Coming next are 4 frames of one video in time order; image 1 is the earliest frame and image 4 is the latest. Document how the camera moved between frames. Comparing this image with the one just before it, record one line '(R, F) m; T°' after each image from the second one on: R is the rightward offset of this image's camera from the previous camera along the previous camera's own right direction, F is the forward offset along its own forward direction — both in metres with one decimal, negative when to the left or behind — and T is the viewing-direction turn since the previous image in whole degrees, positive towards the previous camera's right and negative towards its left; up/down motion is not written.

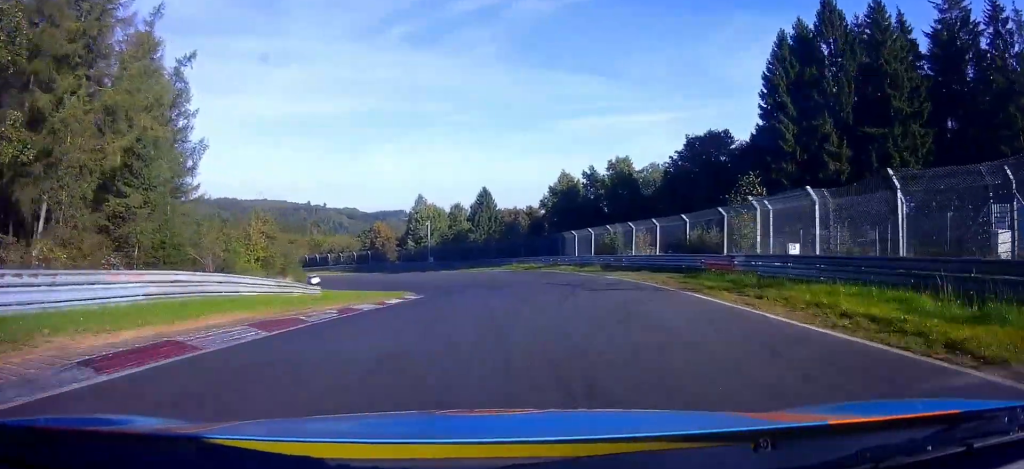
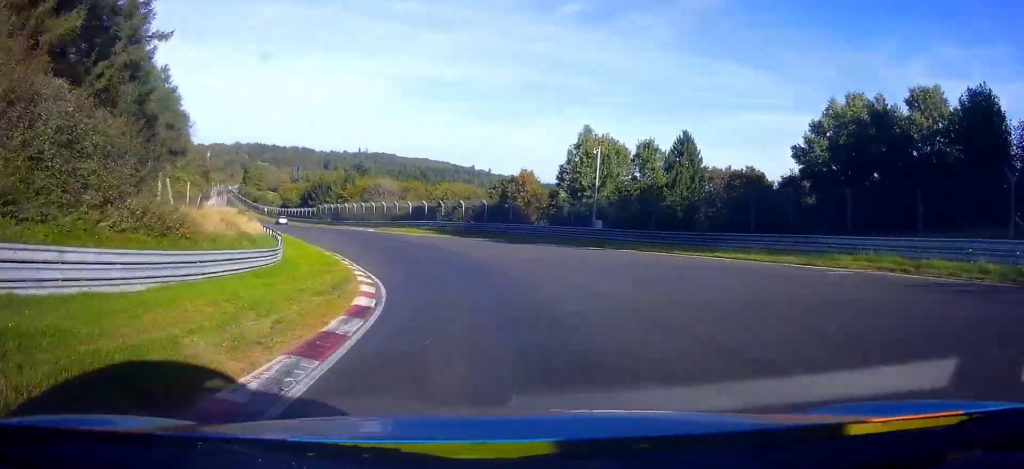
(+9.0, +31.6) m; +18°
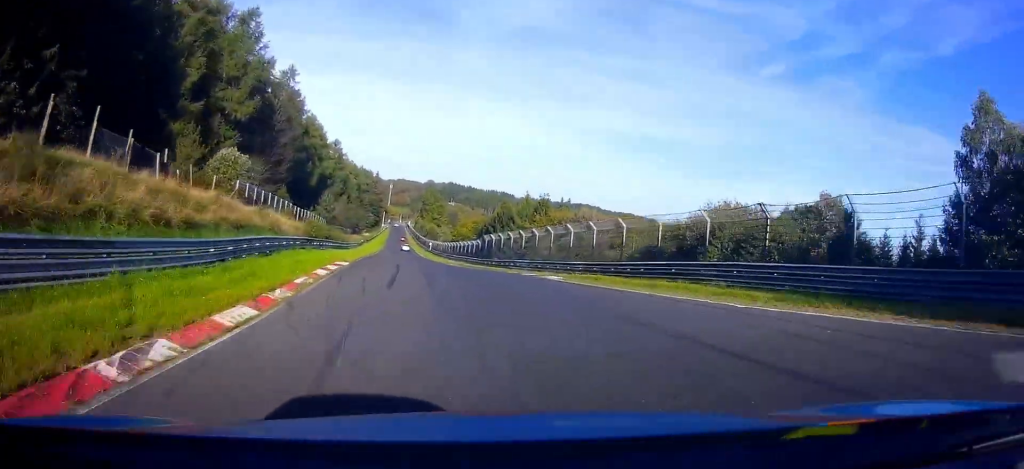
(+0.9, +32.5) m; 0°
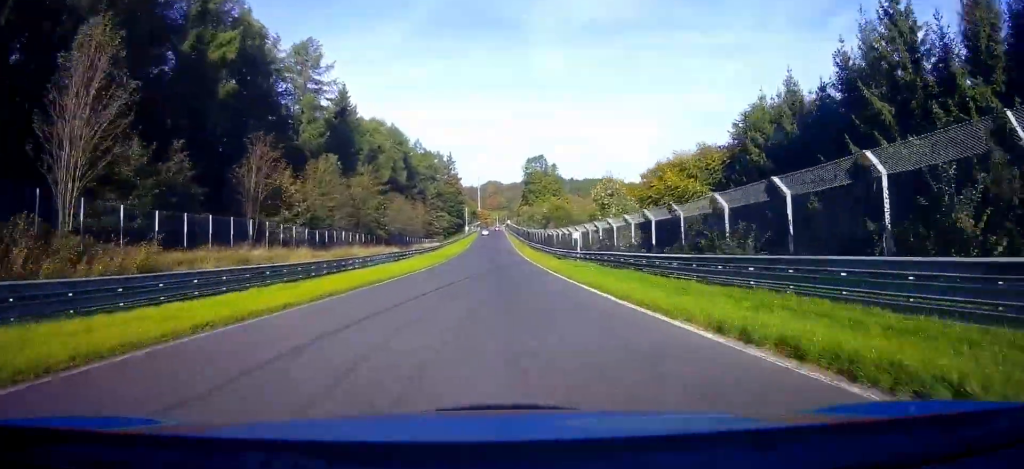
(-10.8, +75.9) m; -17°
